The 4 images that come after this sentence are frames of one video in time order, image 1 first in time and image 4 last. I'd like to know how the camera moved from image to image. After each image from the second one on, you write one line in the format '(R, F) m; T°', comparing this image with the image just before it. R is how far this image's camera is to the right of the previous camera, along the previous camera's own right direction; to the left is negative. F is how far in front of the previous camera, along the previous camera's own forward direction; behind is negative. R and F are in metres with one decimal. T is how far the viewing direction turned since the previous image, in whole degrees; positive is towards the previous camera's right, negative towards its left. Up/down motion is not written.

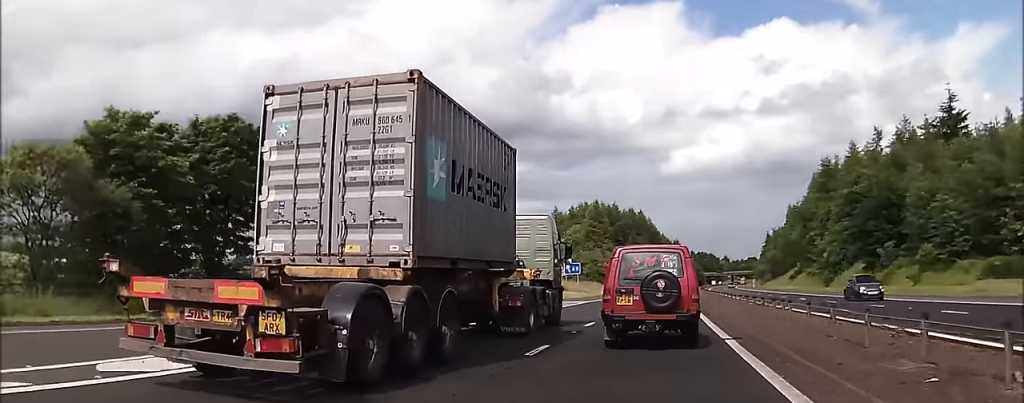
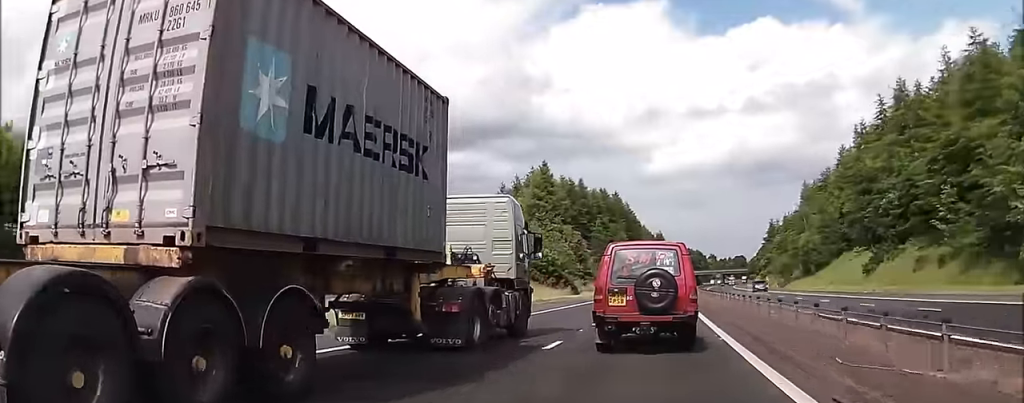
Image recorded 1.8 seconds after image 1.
(+0.3, +48.9) m; +1°
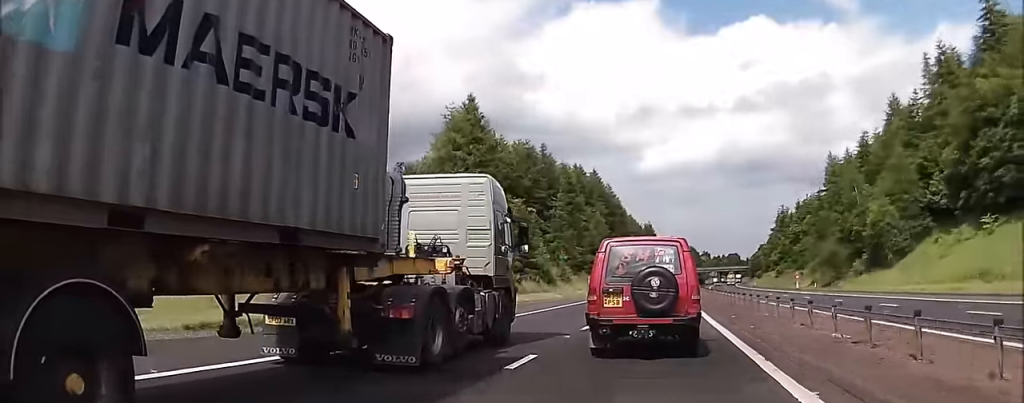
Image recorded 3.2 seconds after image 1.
(+0.9, +37.3) m; +2°
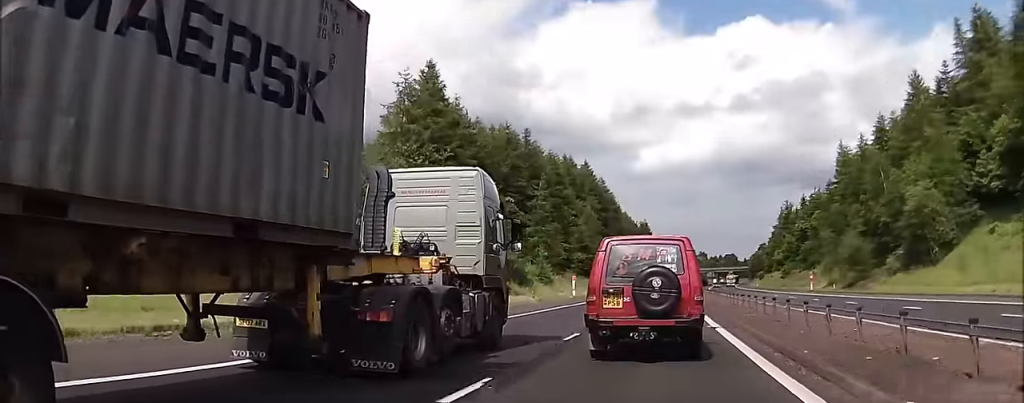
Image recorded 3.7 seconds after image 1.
(0.0, +11.5) m; 0°
